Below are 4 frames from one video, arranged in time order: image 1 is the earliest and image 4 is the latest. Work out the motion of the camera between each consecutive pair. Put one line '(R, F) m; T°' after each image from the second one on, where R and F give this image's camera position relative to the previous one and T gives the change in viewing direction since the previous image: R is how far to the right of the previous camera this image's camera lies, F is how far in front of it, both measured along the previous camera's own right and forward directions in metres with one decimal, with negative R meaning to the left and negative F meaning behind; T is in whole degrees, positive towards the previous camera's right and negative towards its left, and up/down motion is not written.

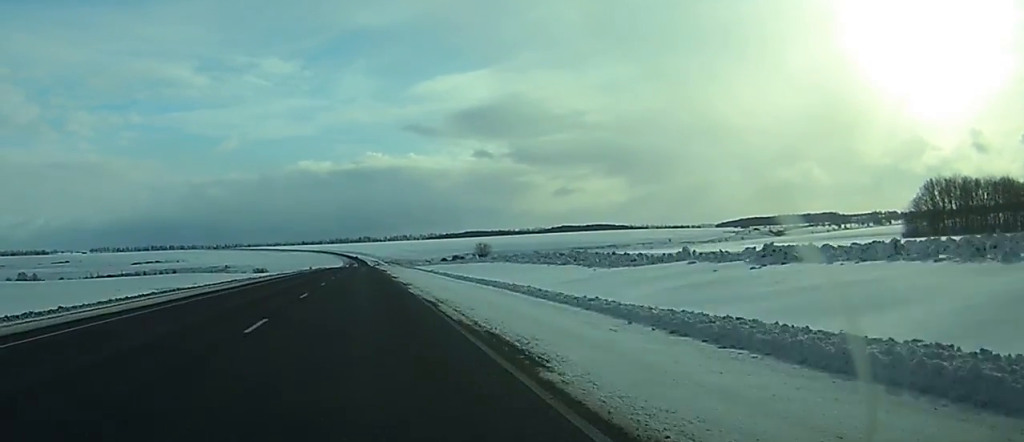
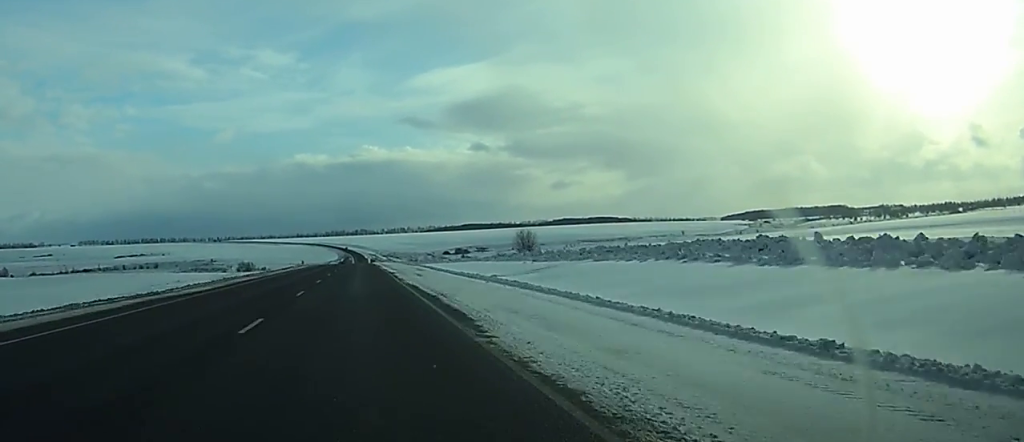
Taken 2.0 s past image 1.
(-0.7, +61.2) m; -1°
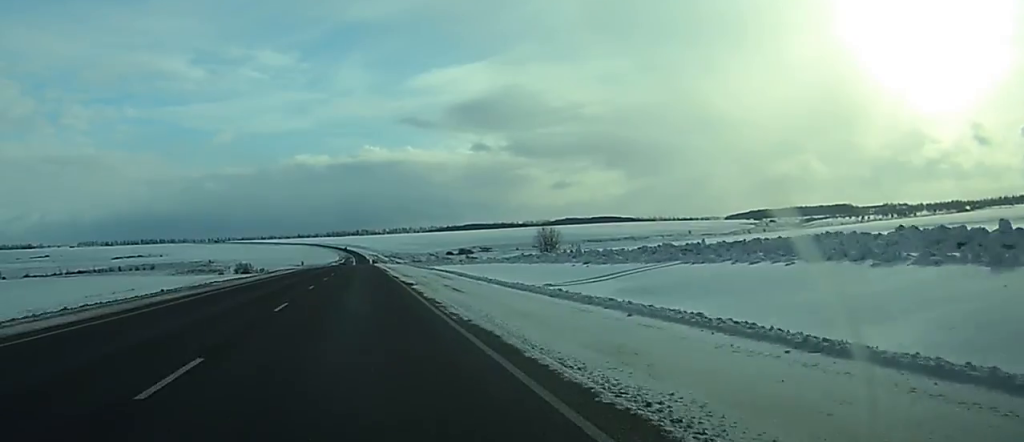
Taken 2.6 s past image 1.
(0.0, +18.4) m; 0°
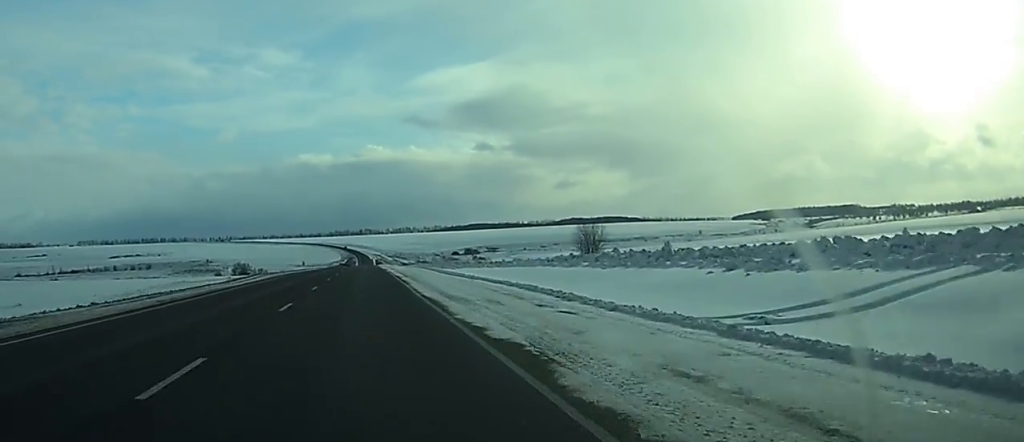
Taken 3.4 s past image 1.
(0.0, +24.5) m; 0°
